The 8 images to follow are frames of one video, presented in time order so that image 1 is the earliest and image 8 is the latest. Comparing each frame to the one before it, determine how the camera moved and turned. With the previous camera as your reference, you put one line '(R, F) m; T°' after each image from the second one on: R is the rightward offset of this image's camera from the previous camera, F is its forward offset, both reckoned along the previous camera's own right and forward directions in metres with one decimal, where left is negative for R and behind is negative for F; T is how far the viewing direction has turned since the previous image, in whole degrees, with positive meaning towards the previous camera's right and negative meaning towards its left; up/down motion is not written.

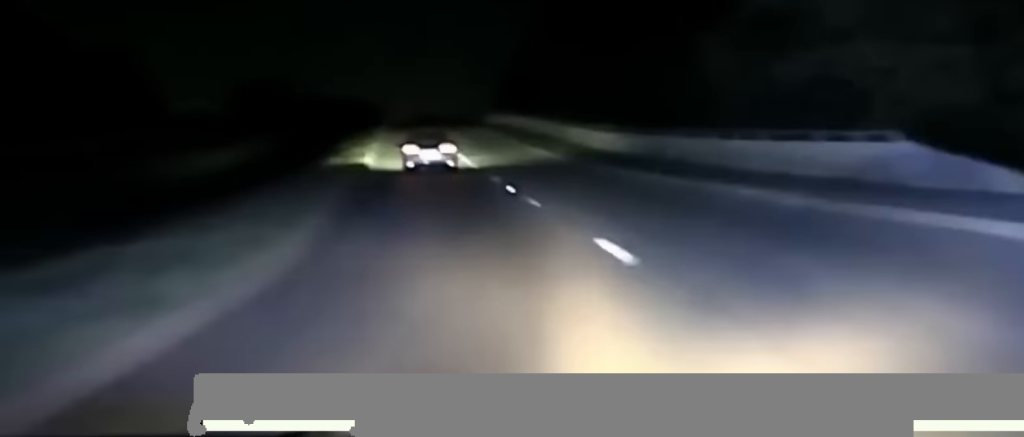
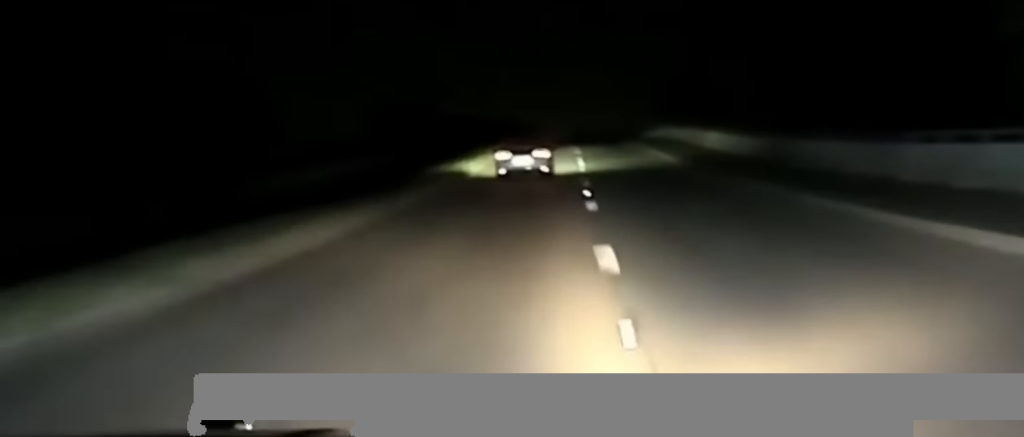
(-1.4, +27.0) m; -4°
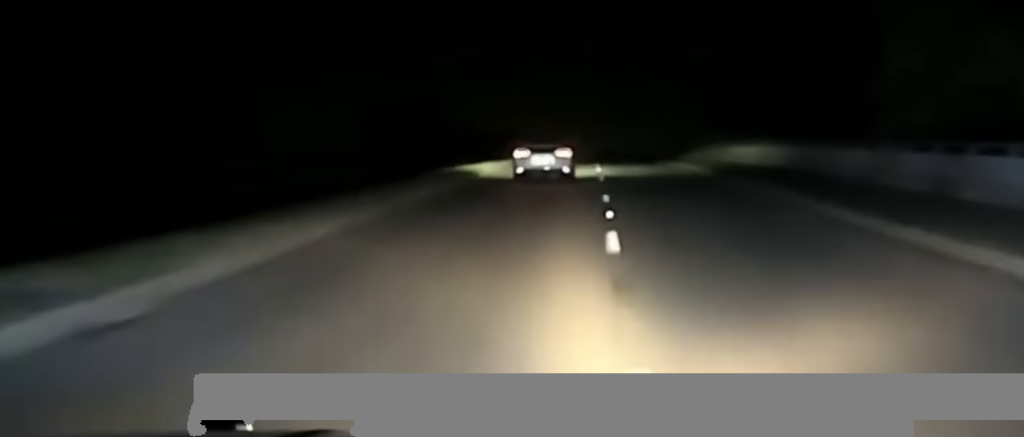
(-0.8, +35.4) m; -1°
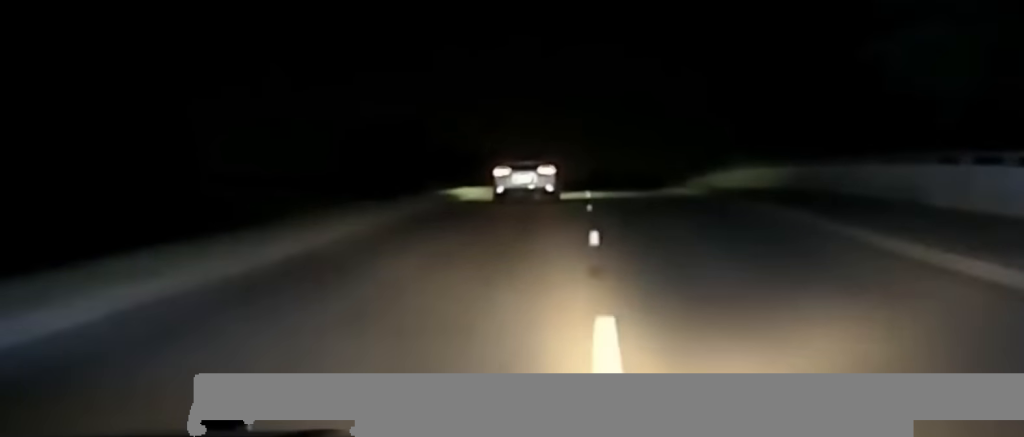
(0.0, +21.9) m; 0°
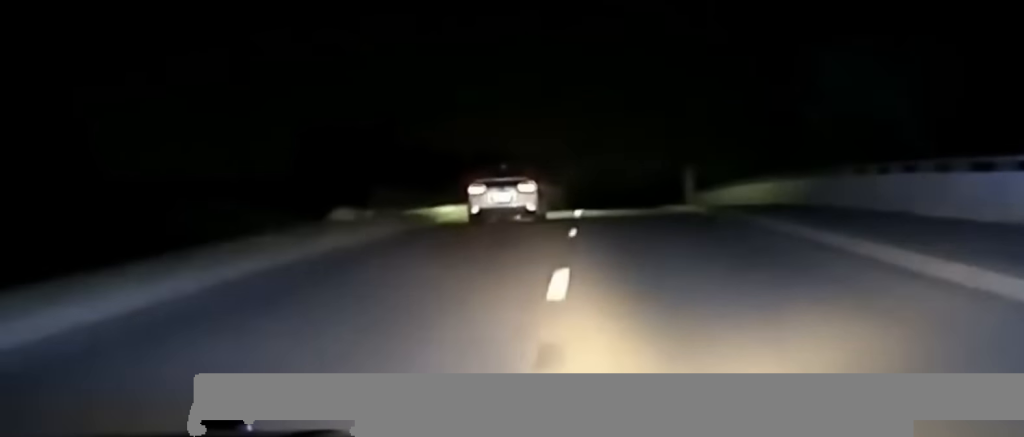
(0.0, +31.5) m; +1°
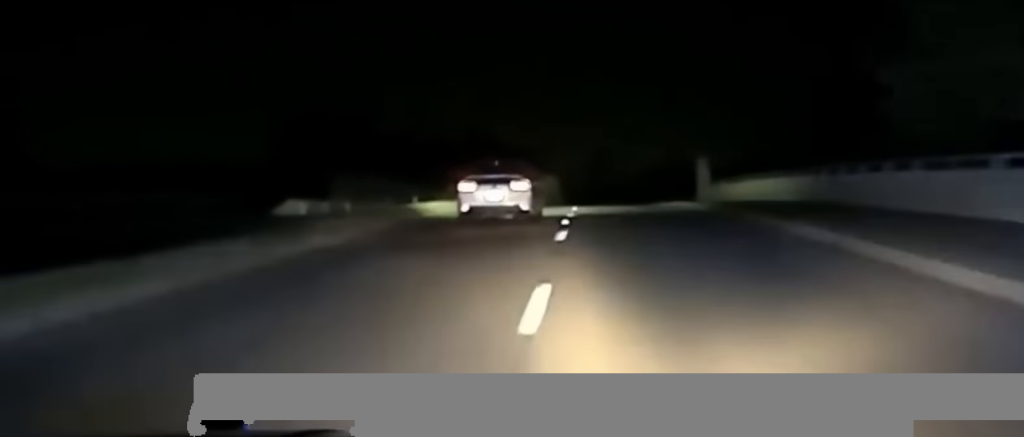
(-0.2, +15.7) m; +1°
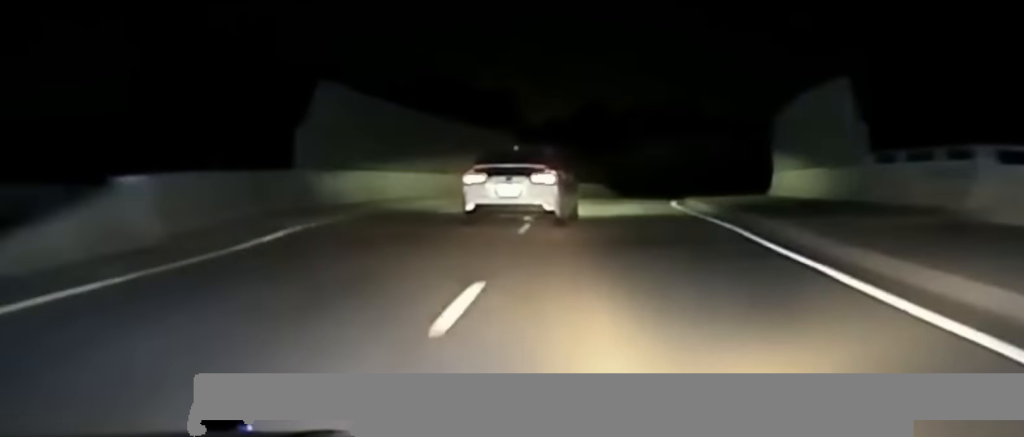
(+0.9, +48.1) m; +2°
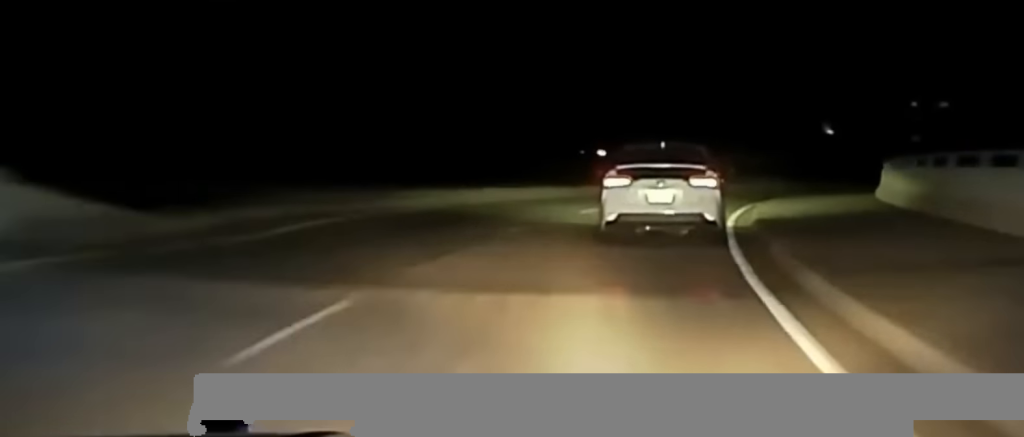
(+6.5, +72.0) m; +14°
